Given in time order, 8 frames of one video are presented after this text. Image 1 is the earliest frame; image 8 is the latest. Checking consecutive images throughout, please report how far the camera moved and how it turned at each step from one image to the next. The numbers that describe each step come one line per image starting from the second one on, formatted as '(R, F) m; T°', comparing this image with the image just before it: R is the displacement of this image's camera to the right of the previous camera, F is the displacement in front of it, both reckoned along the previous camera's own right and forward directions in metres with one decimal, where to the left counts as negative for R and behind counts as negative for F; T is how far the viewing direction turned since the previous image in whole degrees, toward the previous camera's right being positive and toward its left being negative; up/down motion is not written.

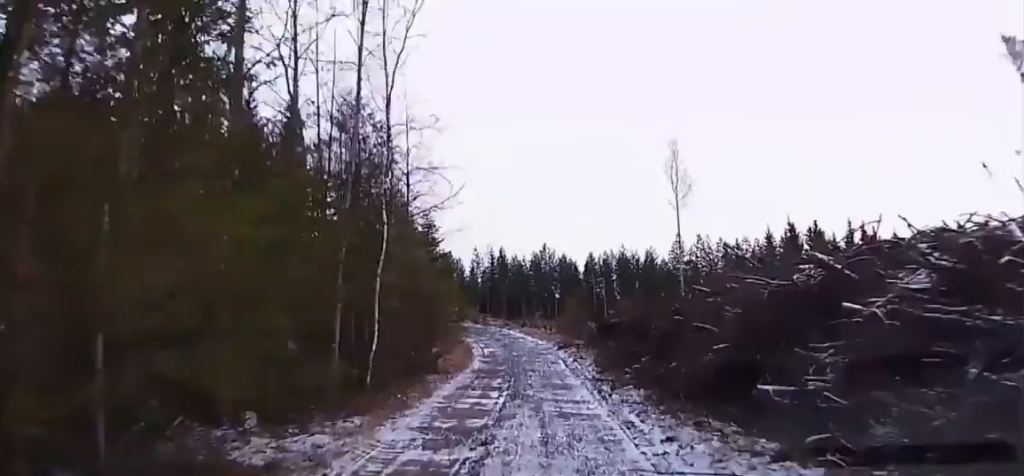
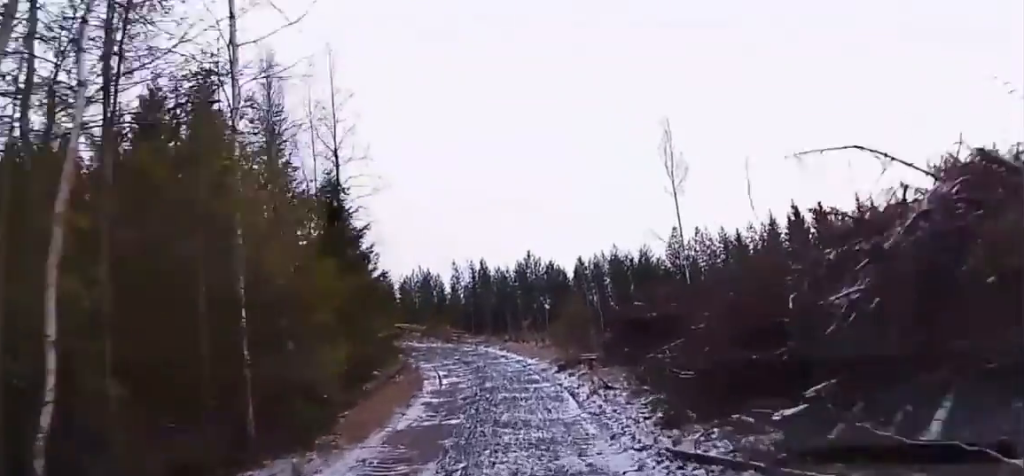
(-0.1, +11.2) m; 0°
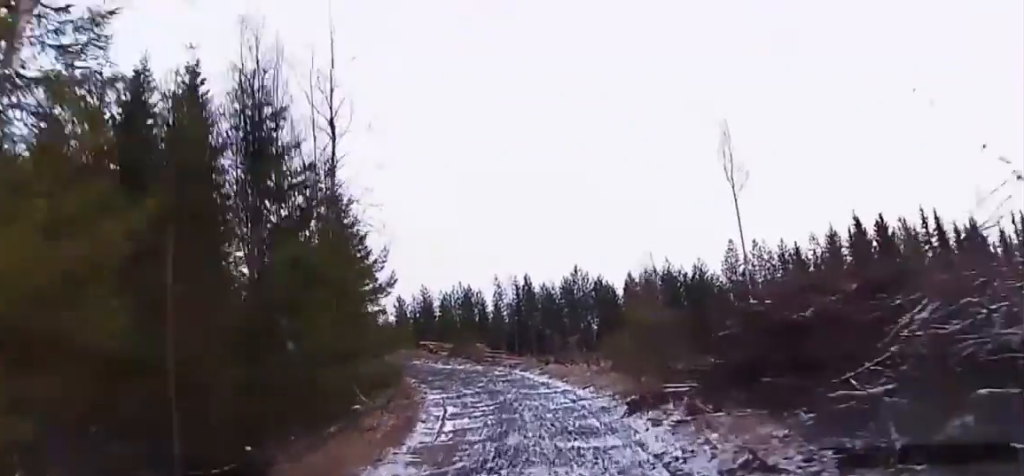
(-0.1, +6.8) m; -2°
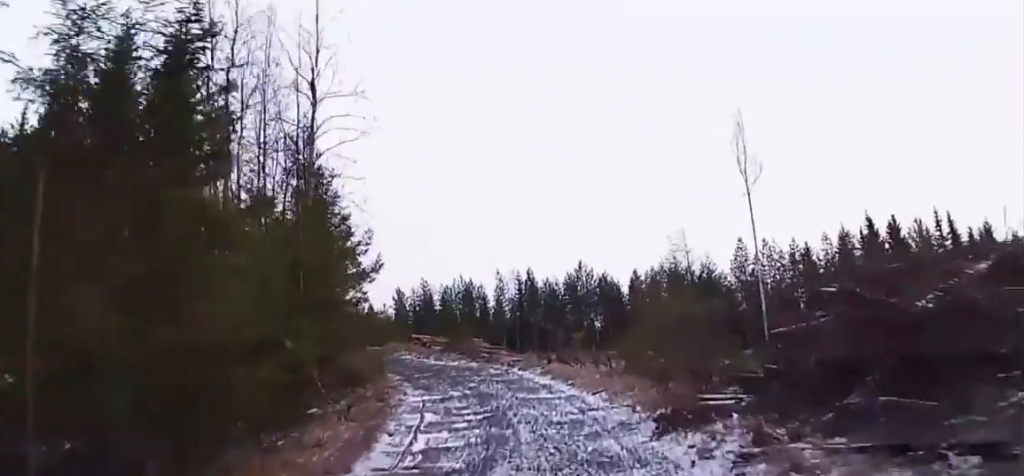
(0.0, +3.4) m; -1°
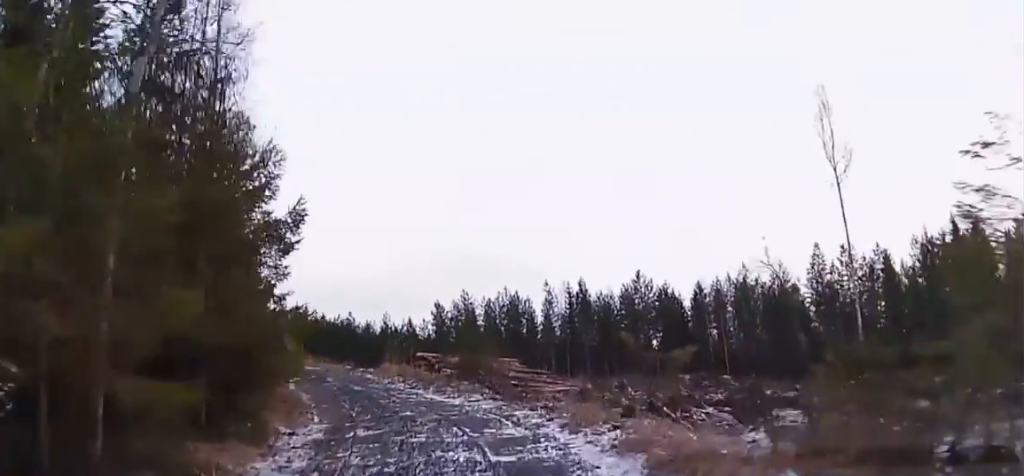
(-0.4, +10.9) m; -5°
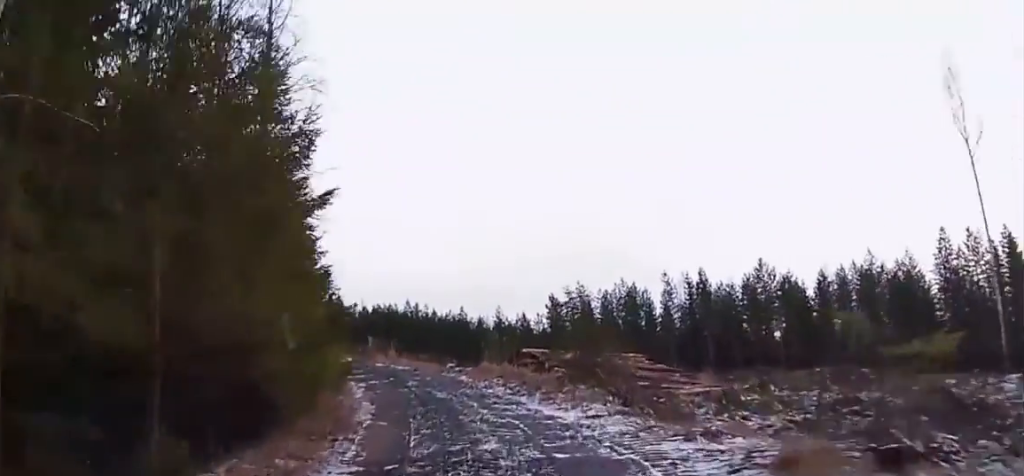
(-0.1, +5.4) m; -5°
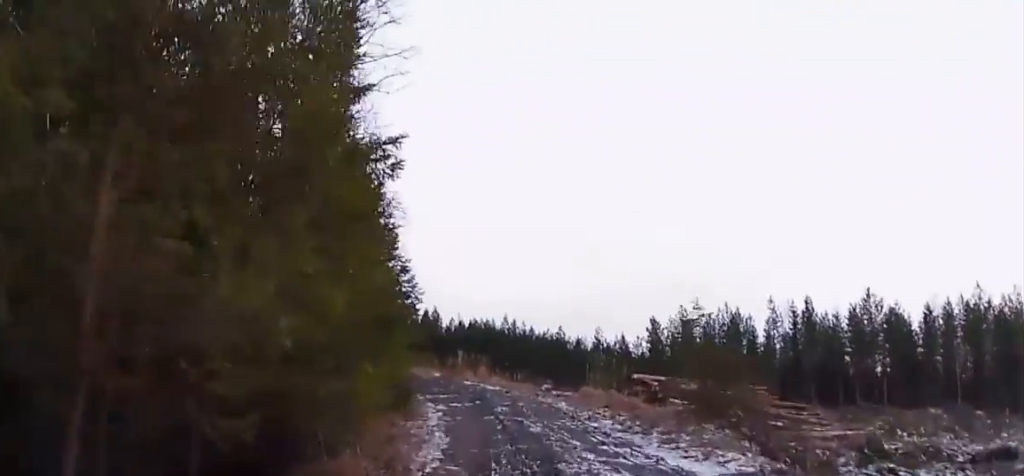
(-0.1, +3.5) m; -6°
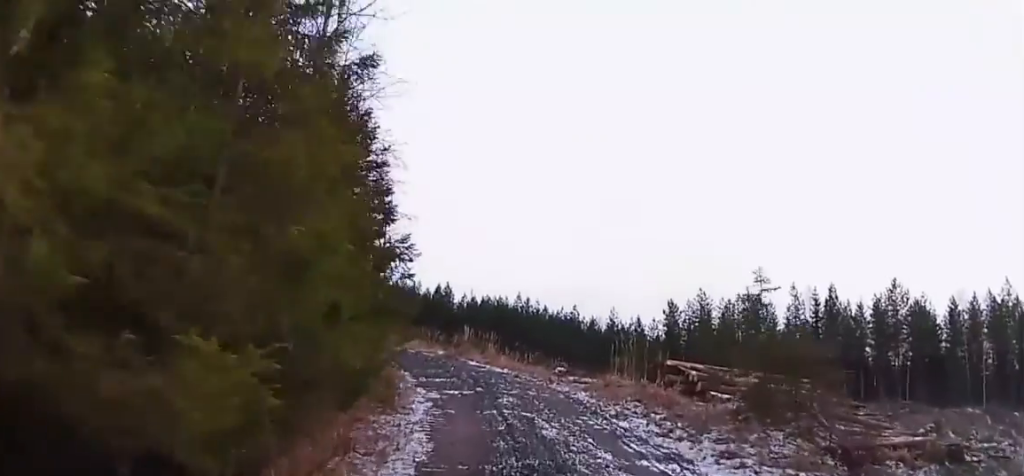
(-0.2, +3.0) m; -5°
